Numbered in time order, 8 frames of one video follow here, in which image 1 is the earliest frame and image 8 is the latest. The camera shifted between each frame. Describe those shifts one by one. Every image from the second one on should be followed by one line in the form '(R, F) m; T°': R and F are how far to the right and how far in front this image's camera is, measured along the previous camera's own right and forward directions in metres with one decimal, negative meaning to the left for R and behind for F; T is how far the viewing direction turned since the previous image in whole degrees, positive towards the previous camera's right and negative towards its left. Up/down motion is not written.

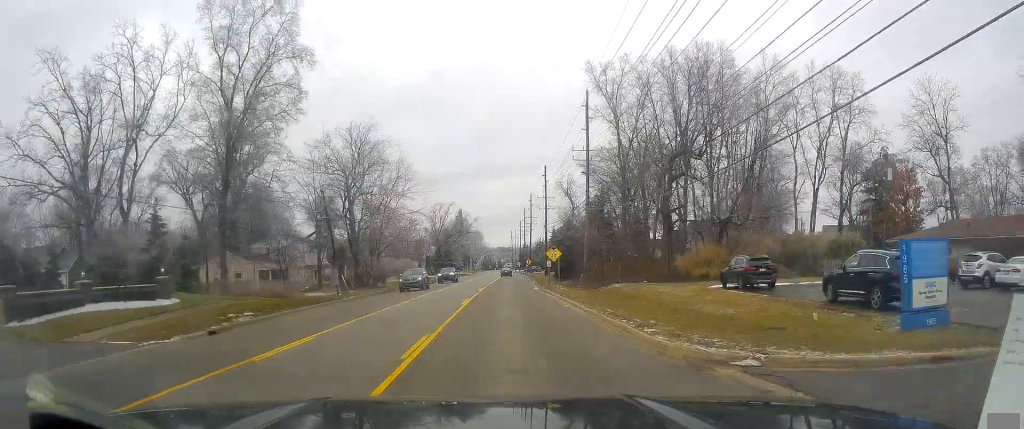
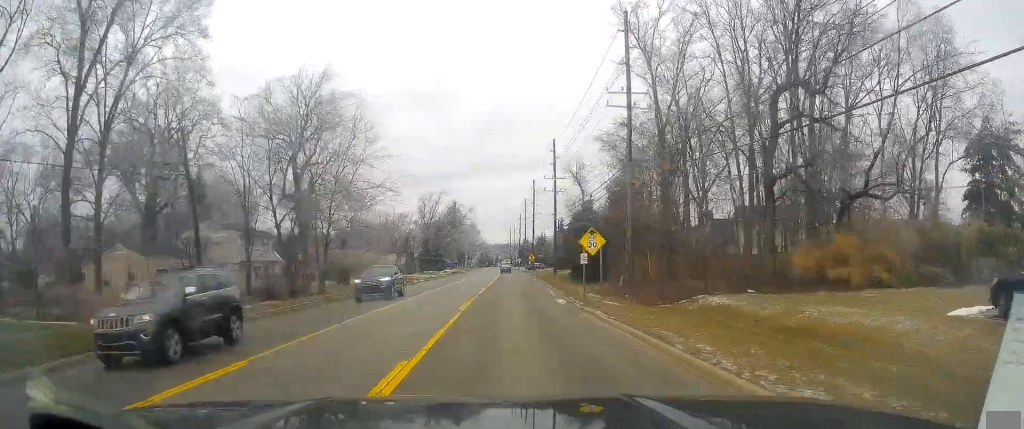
(+0.4, +20.1) m; -1°
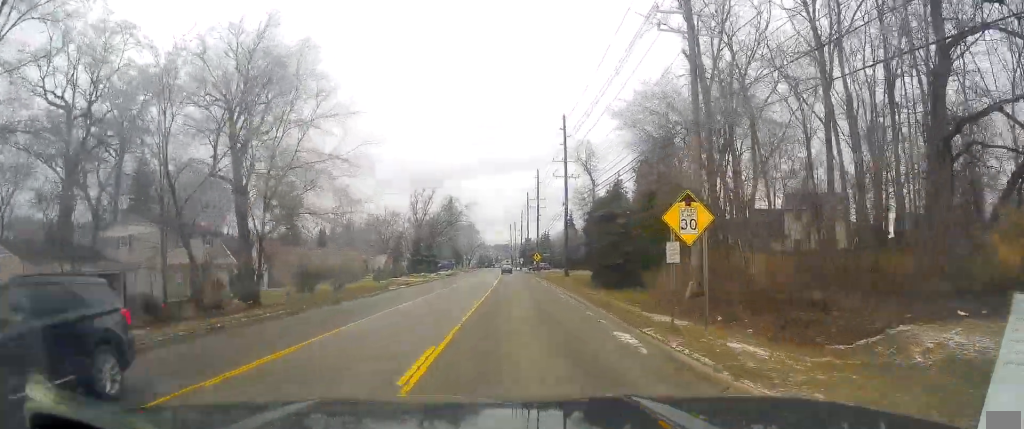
(-0.6, +13.9) m; 0°
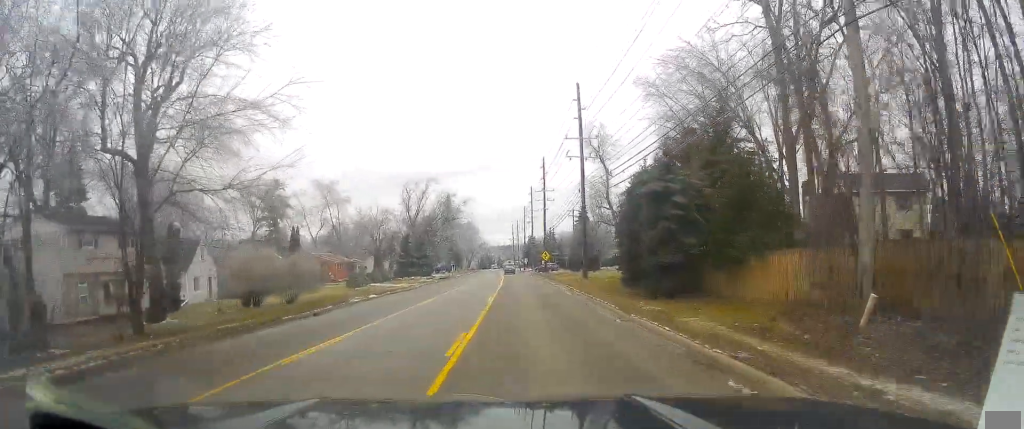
(0.0, +13.0) m; 0°
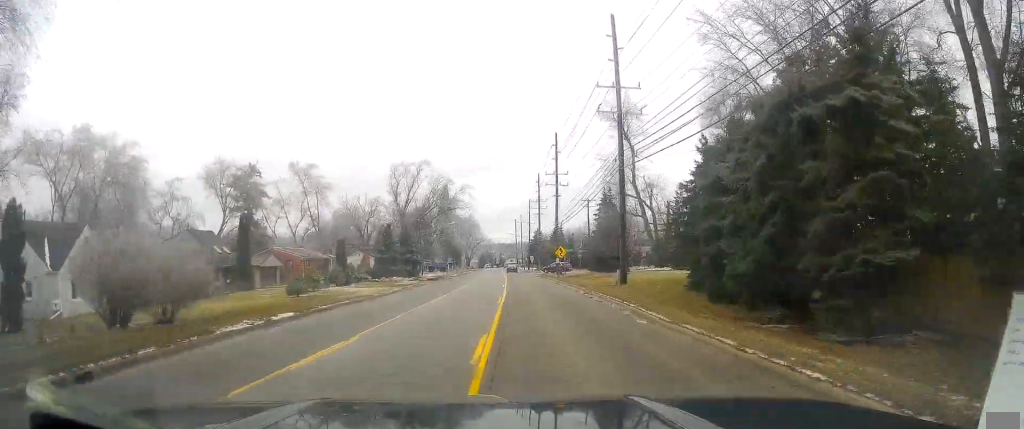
(+0.4, +16.6) m; +1°
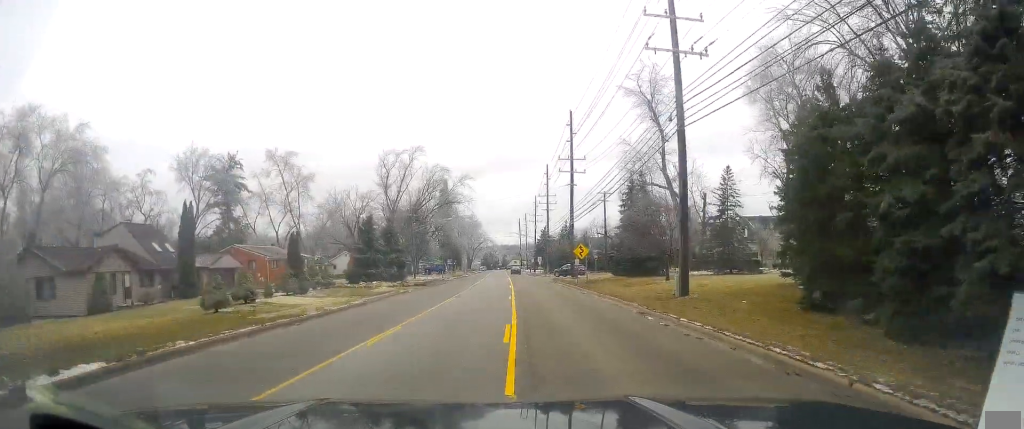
(-0.3, +12.4) m; 0°
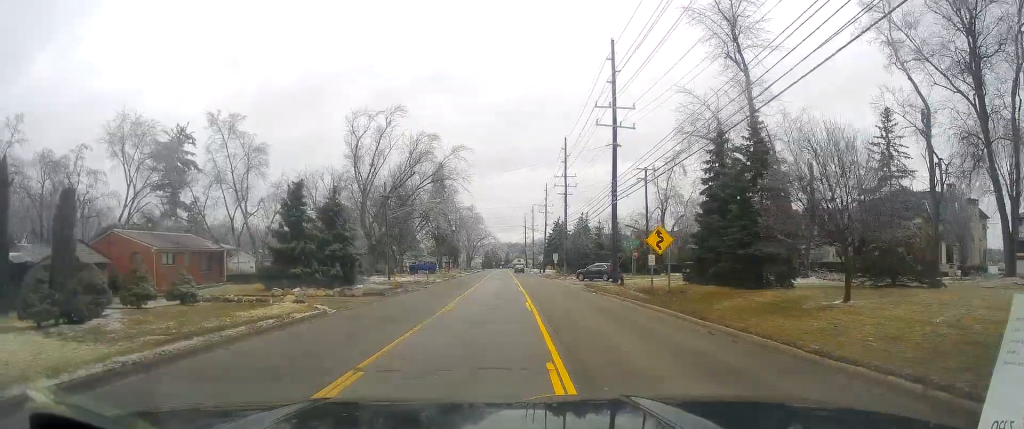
(+0.2, +22.6) m; -2°
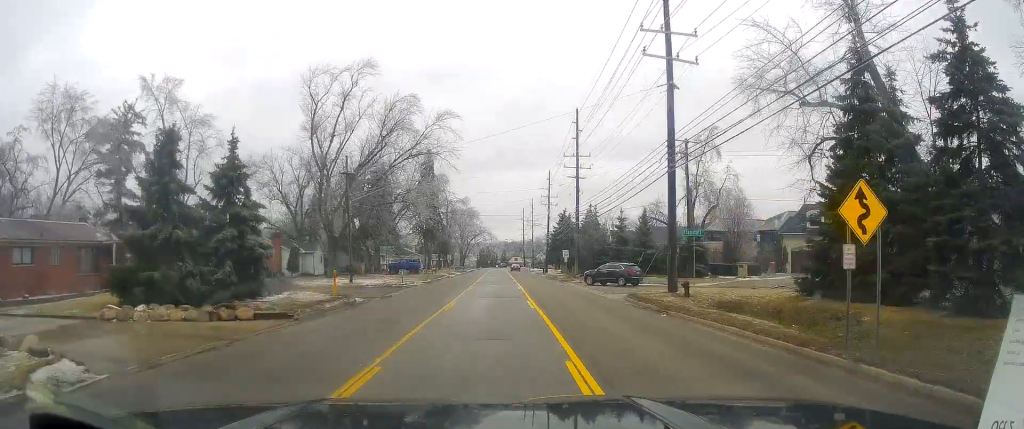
(-0.6, +16.3) m; -2°
